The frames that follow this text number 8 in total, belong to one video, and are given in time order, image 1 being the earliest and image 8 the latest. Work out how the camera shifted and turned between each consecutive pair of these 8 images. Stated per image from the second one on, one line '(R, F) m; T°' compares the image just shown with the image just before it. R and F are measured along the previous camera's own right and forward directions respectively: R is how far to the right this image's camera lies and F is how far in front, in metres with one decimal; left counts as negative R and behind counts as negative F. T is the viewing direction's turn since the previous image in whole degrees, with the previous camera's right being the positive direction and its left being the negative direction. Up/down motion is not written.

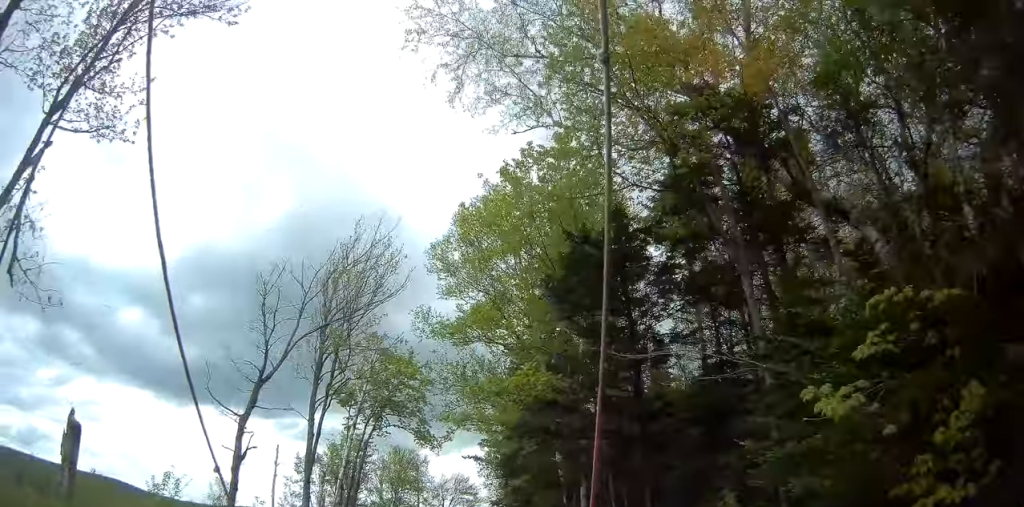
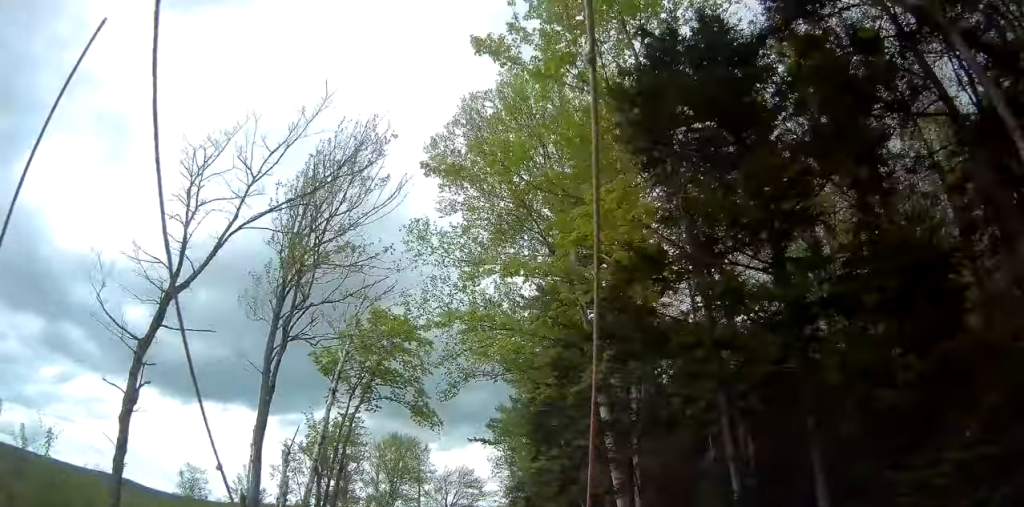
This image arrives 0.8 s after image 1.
(0.0, +5.6) m; 0°
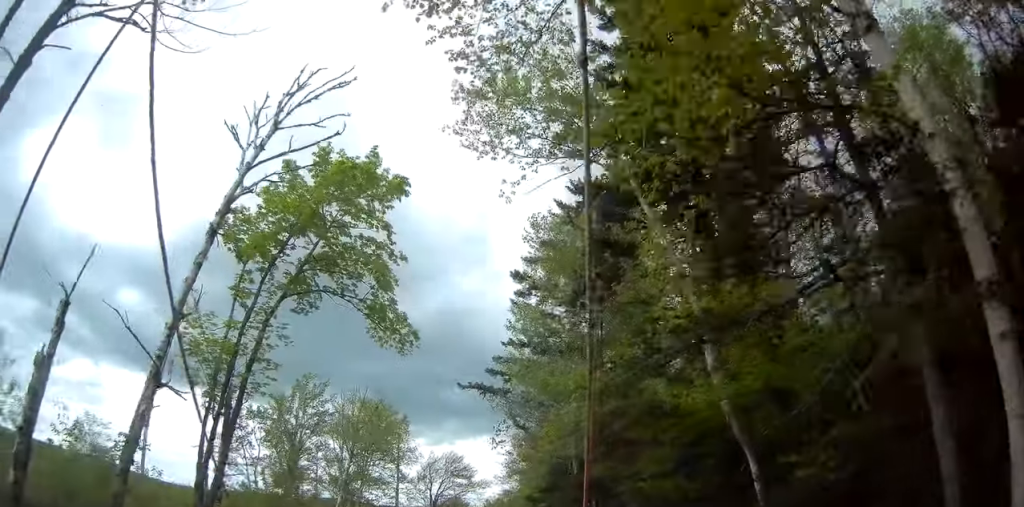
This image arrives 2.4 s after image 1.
(0.0, +11.7) m; -2°
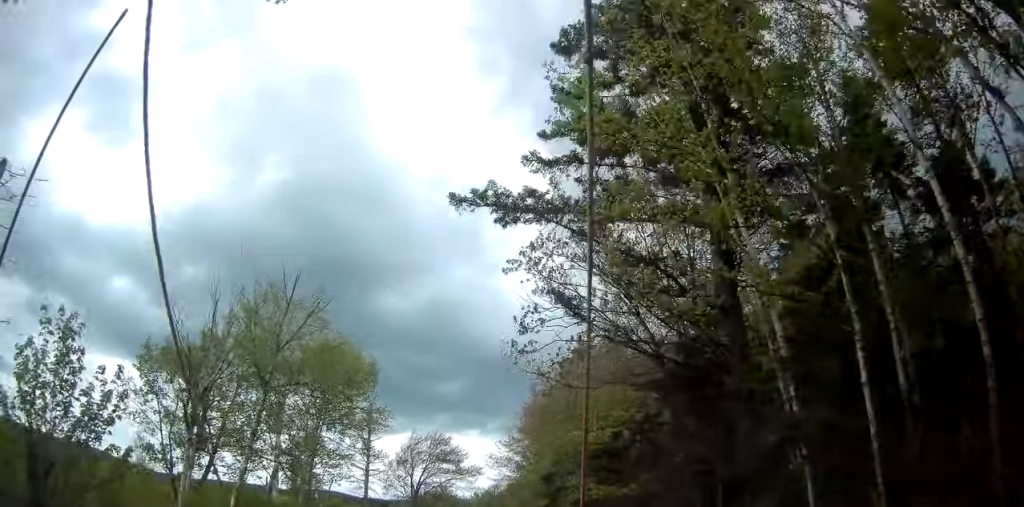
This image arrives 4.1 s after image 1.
(-0.1, +12.8) m; 0°
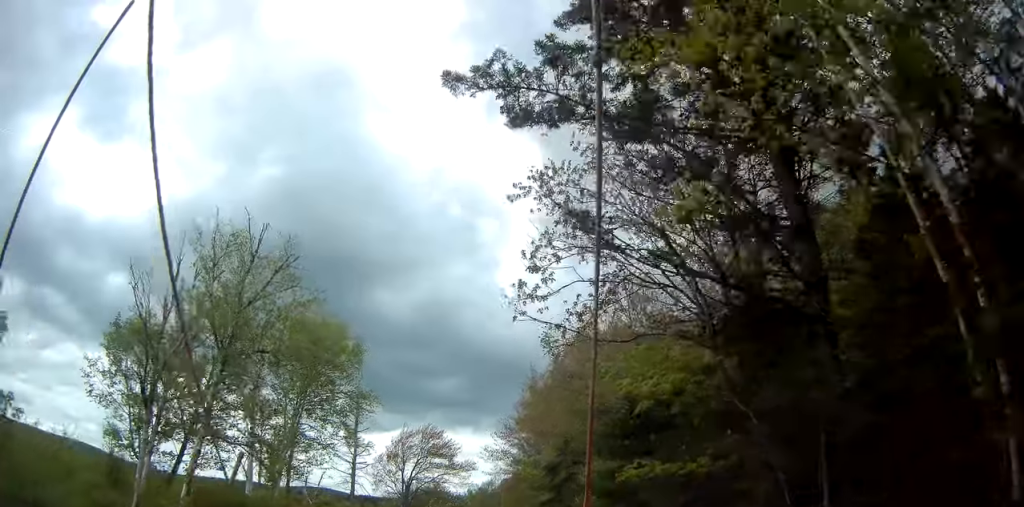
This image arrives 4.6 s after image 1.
(+0.1, +3.0) m; 0°
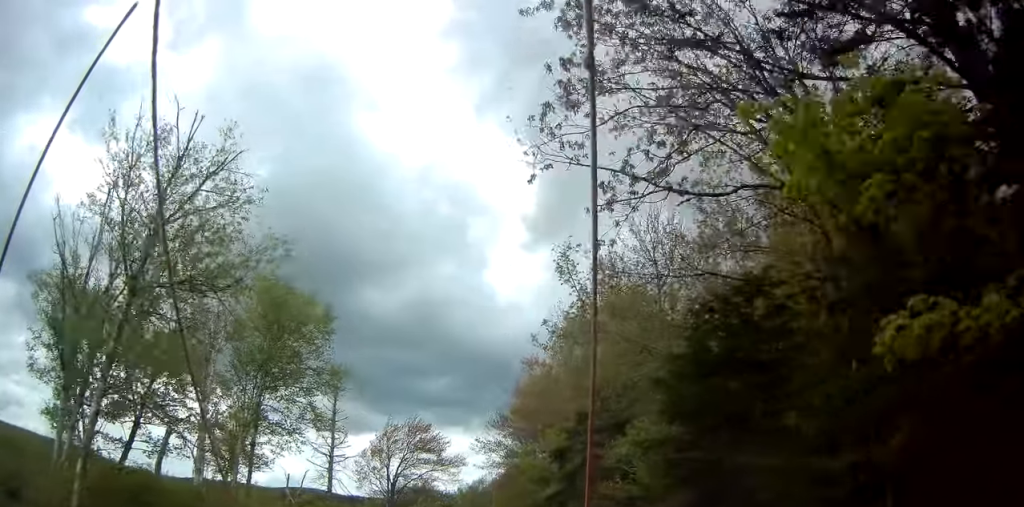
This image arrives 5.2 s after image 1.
(-0.2, +4.4) m; +2°
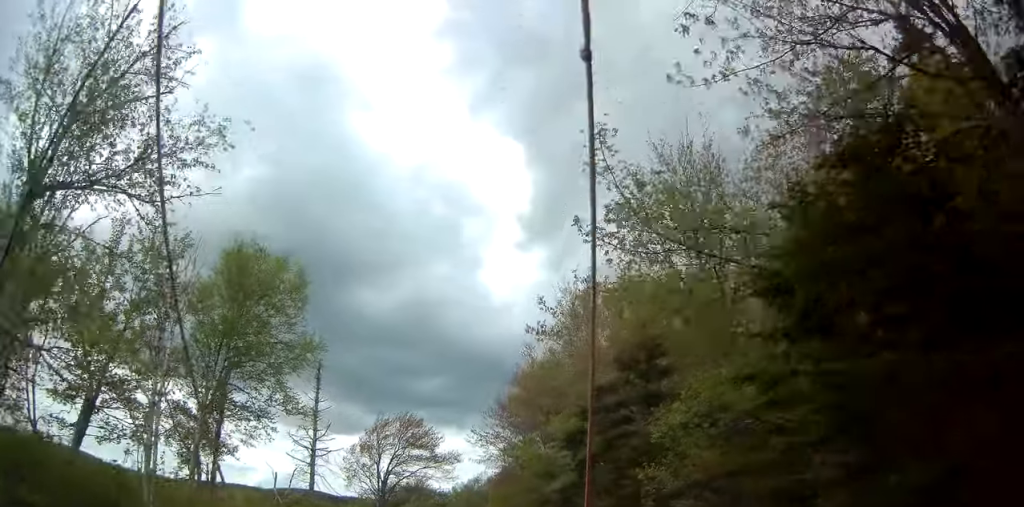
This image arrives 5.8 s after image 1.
(+0.1, +3.7) m; +2°
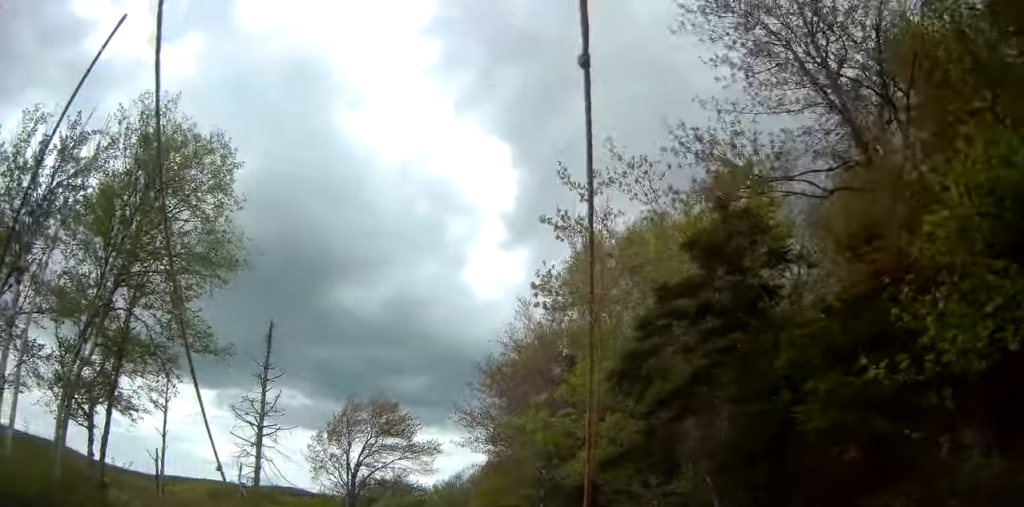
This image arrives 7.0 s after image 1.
(+0.4, +7.7) m; 0°
